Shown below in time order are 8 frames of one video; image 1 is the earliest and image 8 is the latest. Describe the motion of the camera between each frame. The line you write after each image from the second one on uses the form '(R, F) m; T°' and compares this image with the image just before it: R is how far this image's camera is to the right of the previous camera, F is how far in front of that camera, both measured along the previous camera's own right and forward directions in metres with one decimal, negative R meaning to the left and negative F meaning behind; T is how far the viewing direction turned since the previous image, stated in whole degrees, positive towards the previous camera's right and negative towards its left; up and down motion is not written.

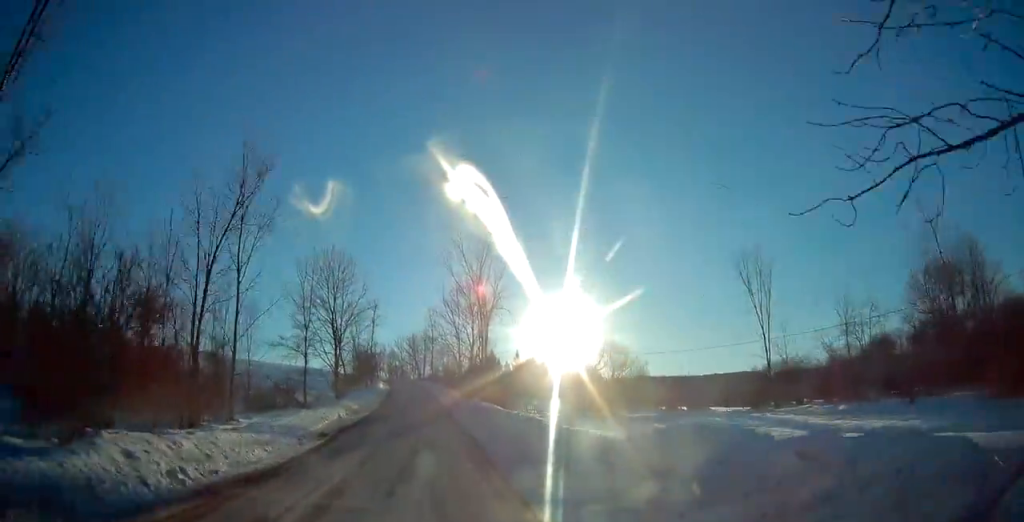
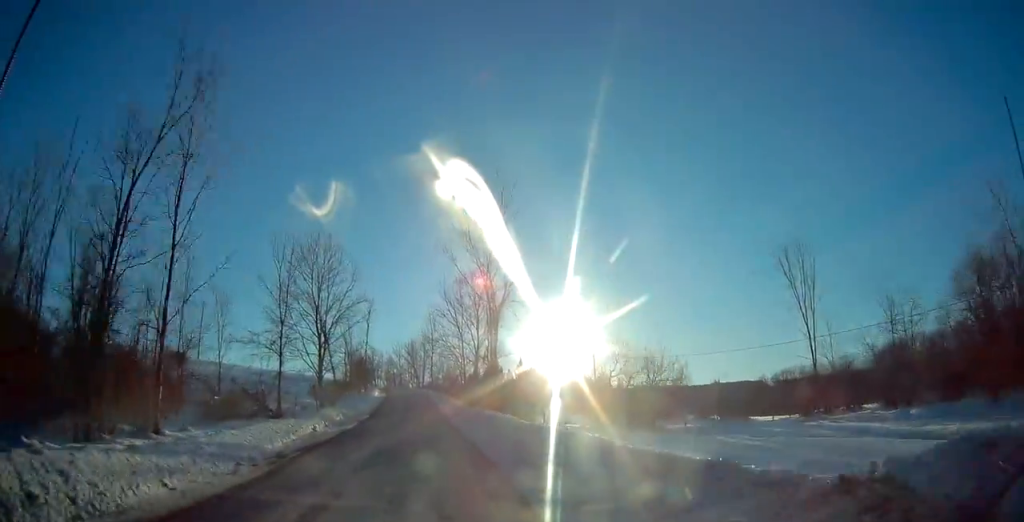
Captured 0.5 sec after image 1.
(+0.2, +7.2) m; -1°
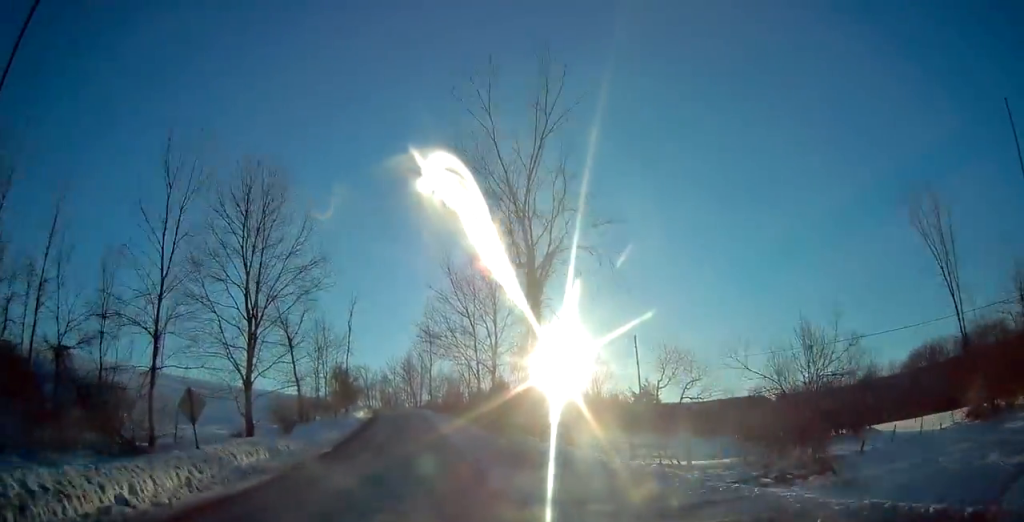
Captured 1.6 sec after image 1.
(-0.5, +17.0) m; 0°
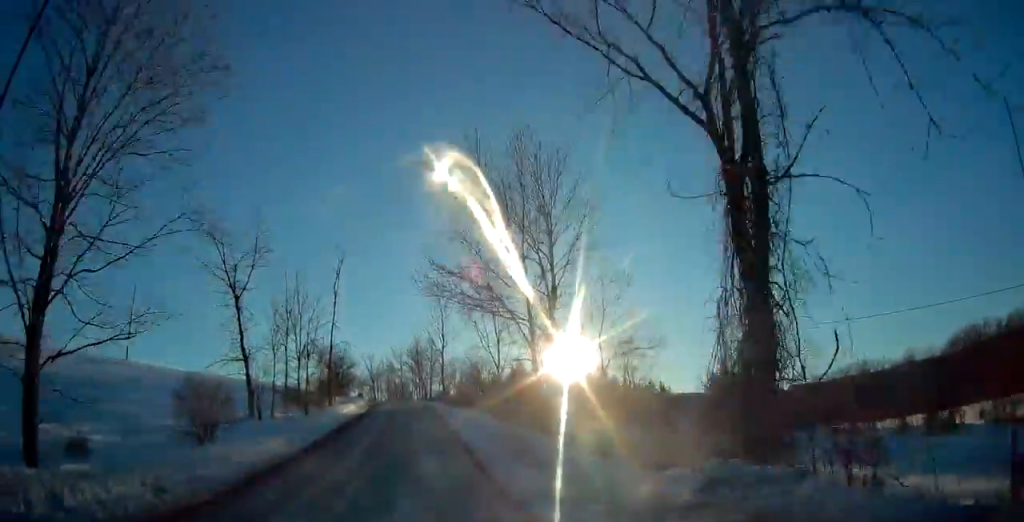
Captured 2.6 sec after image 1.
(+0.5, +16.6) m; +1°
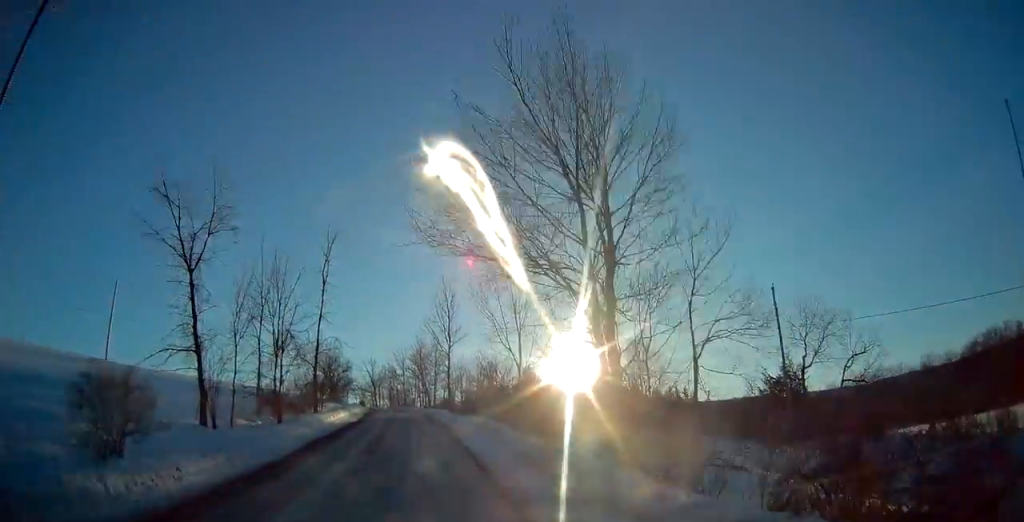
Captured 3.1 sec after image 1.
(-0.1, +7.6) m; -1°
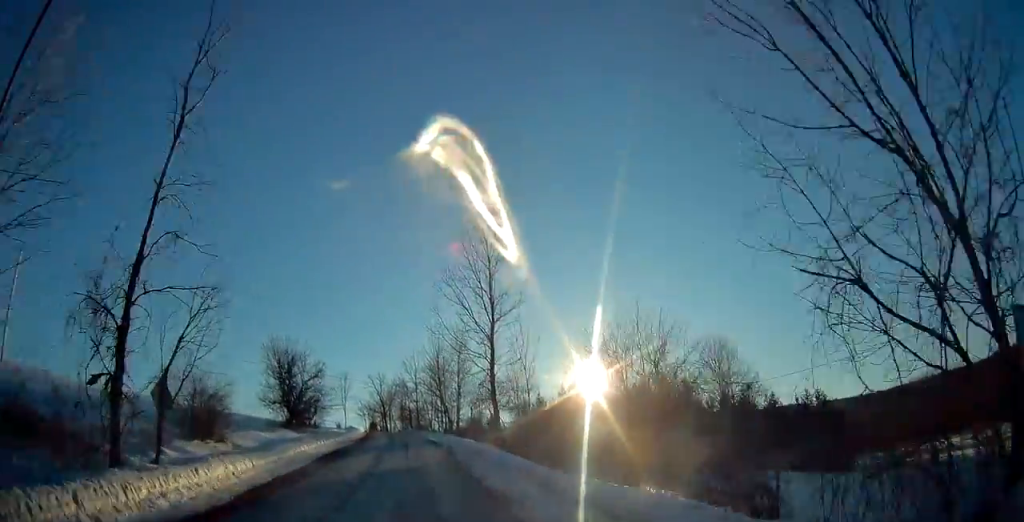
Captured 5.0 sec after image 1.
(-0.7, +27.8) m; -3°
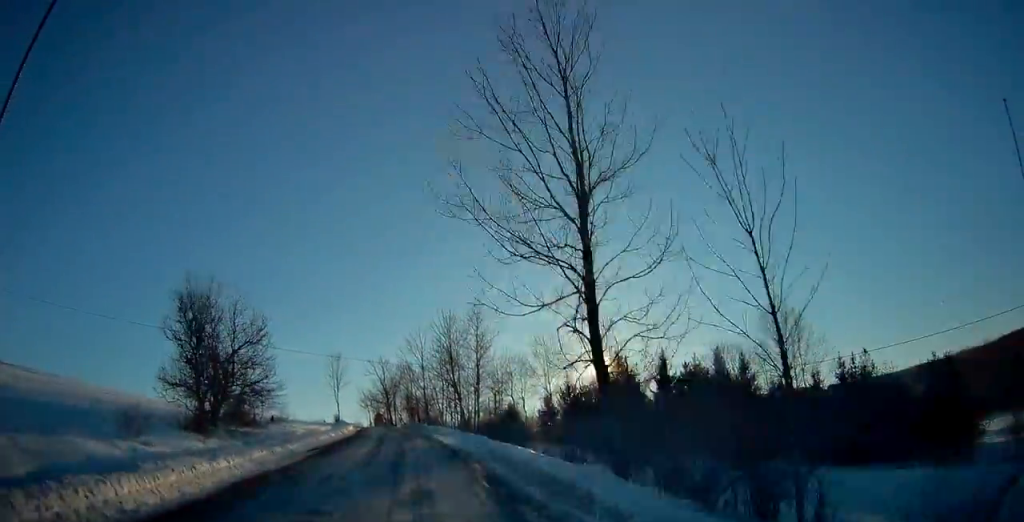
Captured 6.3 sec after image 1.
(-0.1, +17.7) m; 0°
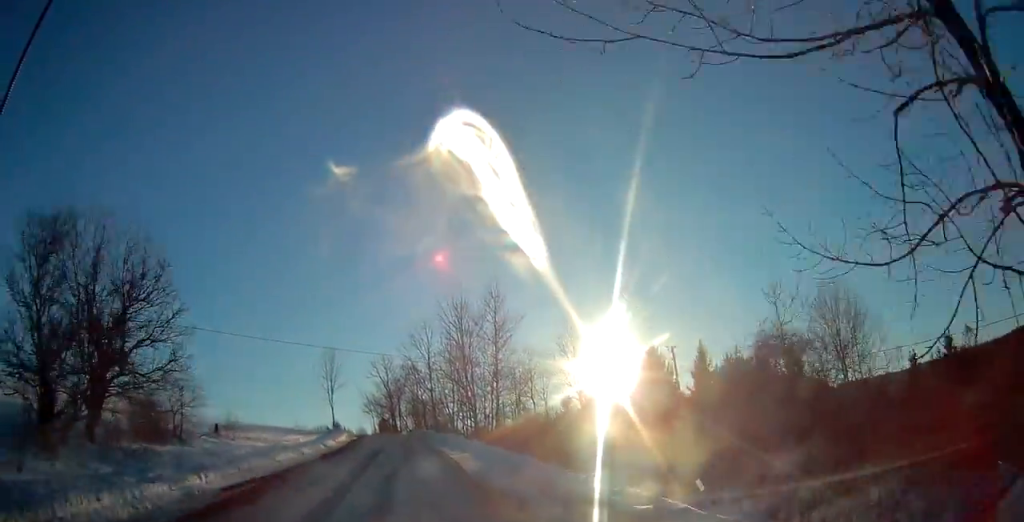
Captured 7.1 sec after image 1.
(0.0, +11.0) m; 0°
